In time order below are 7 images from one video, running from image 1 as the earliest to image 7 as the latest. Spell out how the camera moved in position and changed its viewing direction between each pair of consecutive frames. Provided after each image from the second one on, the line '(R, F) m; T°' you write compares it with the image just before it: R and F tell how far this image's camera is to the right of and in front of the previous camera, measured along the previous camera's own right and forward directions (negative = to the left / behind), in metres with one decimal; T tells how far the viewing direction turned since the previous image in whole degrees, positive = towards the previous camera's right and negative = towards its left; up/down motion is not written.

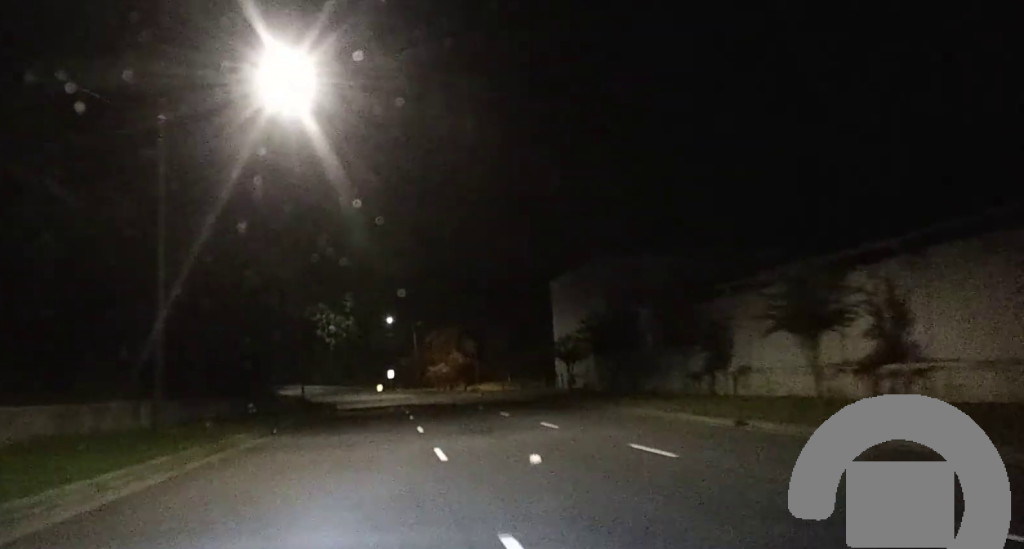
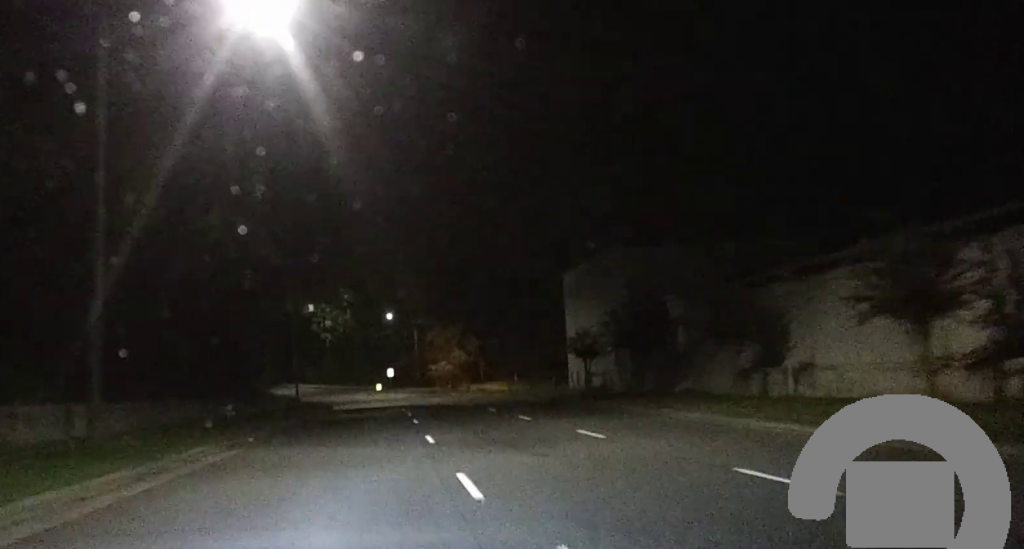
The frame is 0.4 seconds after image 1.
(+0.2, +6.6) m; 0°
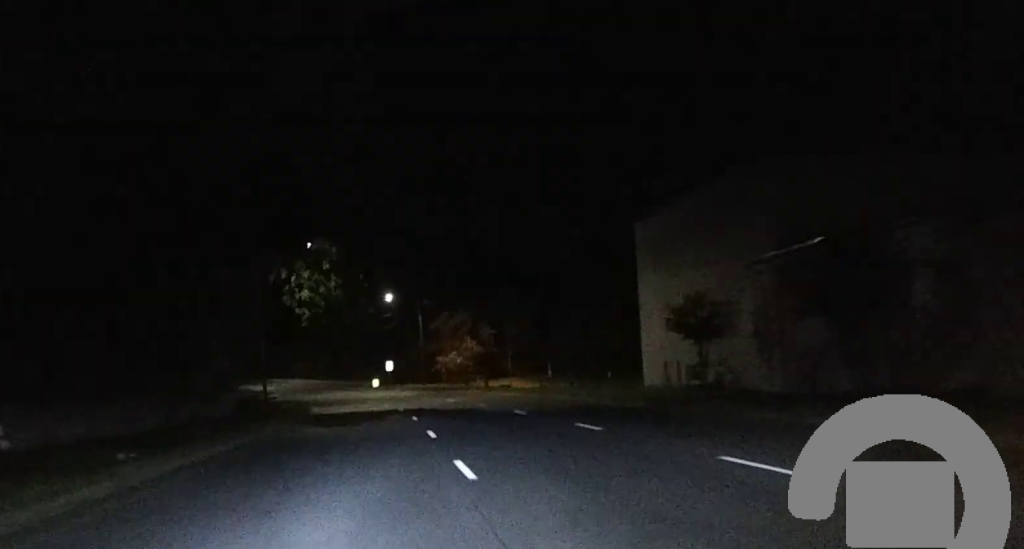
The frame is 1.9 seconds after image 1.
(-0.4, +22.0) m; -2°
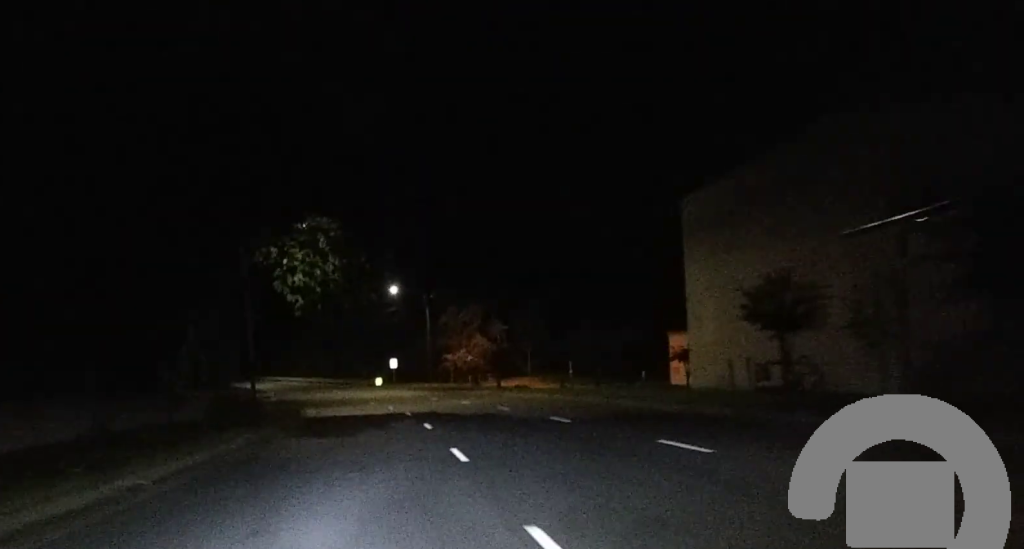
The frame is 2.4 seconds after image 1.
(+0.2, +8.2) m; -1°
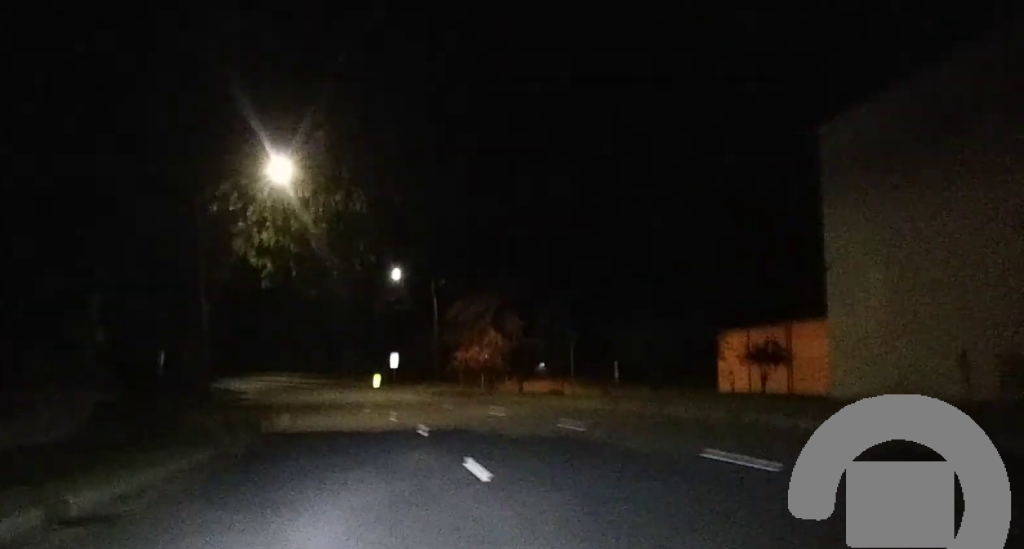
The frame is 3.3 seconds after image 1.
(-0.5, +14.1) m; -1°
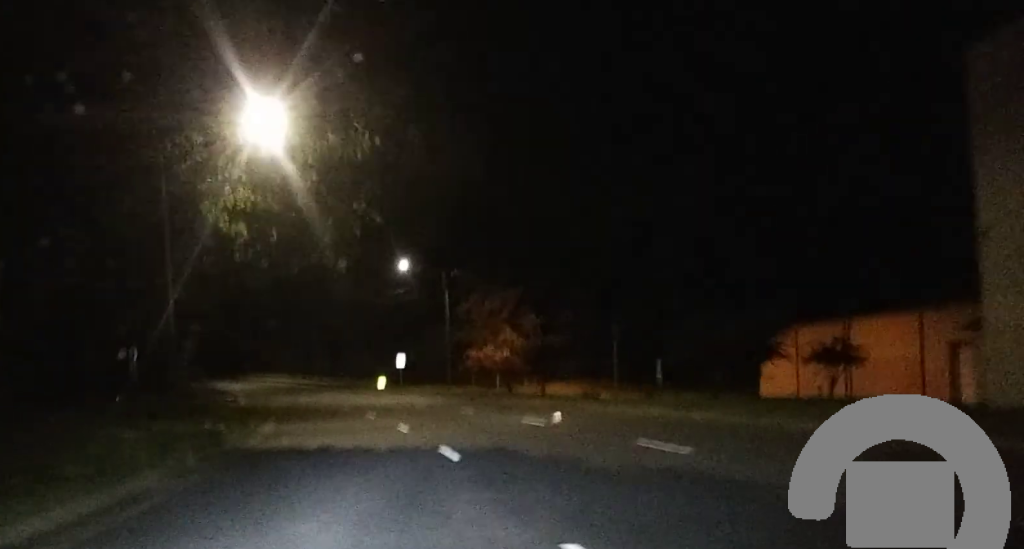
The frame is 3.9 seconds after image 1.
(+0.1, +8.1) m; 0°
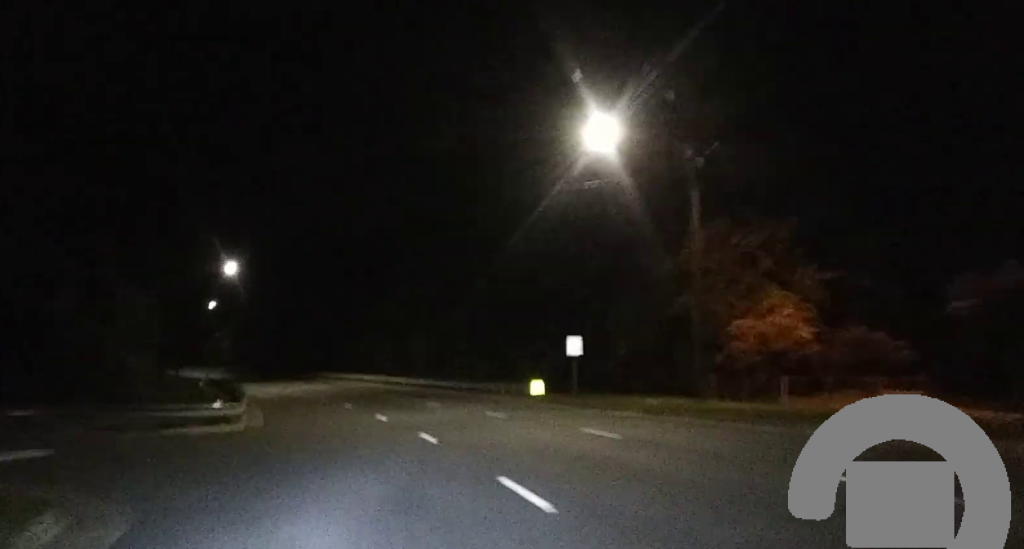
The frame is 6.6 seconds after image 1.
(-1.4, +42.2) m; -5°
